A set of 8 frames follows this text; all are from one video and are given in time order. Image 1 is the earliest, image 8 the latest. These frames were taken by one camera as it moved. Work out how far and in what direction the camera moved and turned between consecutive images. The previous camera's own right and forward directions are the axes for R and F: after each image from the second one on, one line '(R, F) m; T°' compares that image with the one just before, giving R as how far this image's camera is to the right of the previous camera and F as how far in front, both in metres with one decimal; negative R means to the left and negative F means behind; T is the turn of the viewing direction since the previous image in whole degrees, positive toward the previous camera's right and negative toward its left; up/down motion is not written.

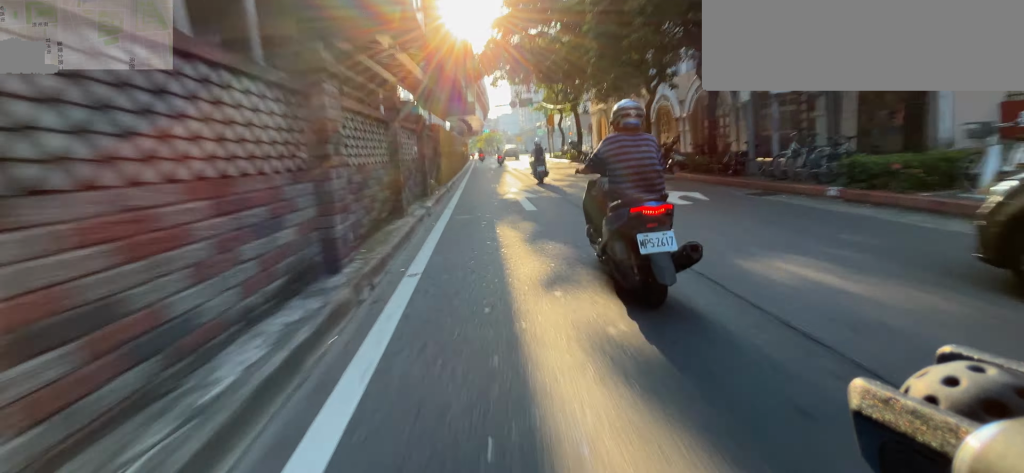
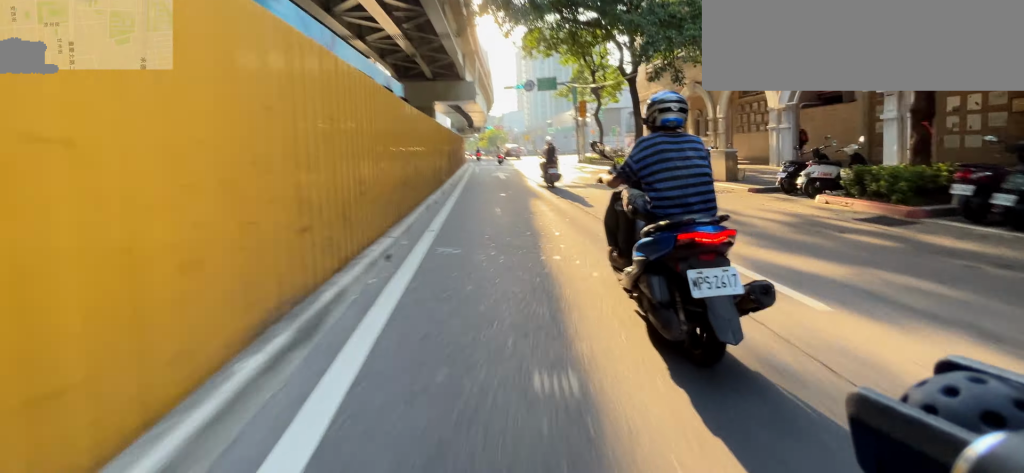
(+0.6, +14.6) m; -1°
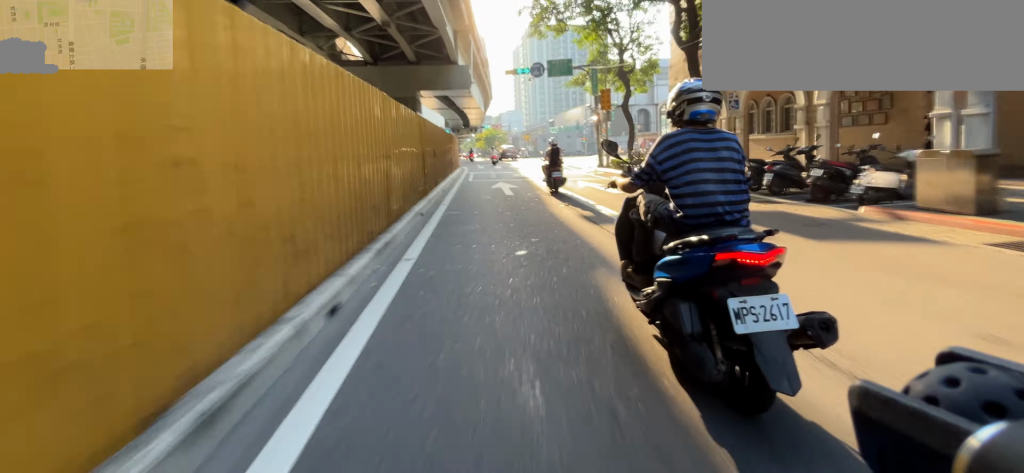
(0.0, +7.5) m; -1°
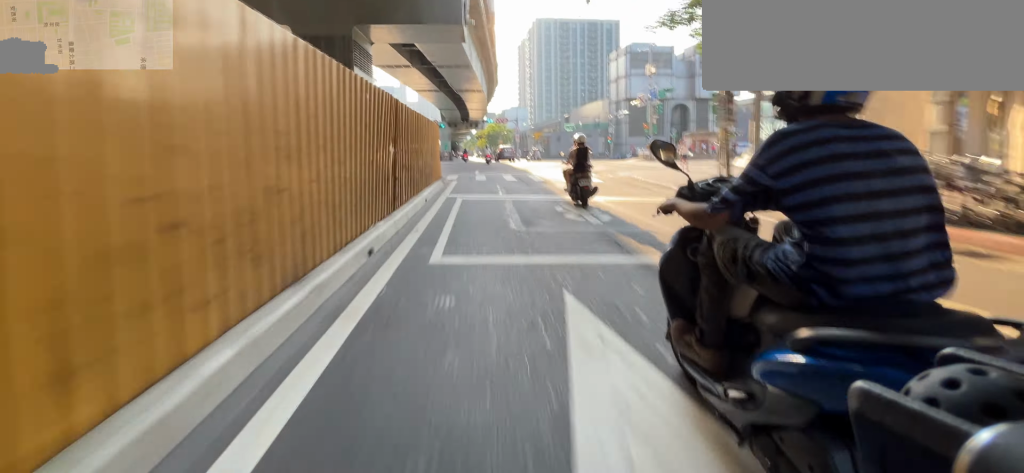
(-0.9, +15.4) m; -4°
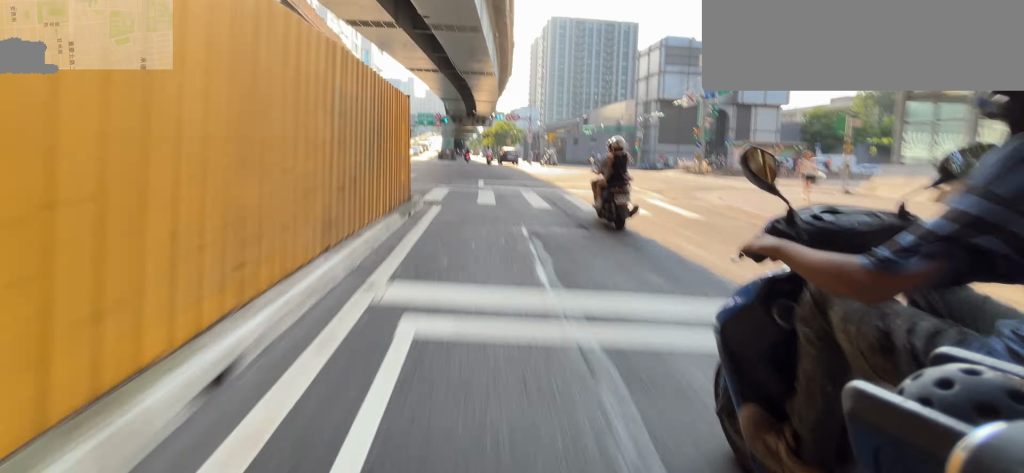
(-0.1, +7.8) m; +1°
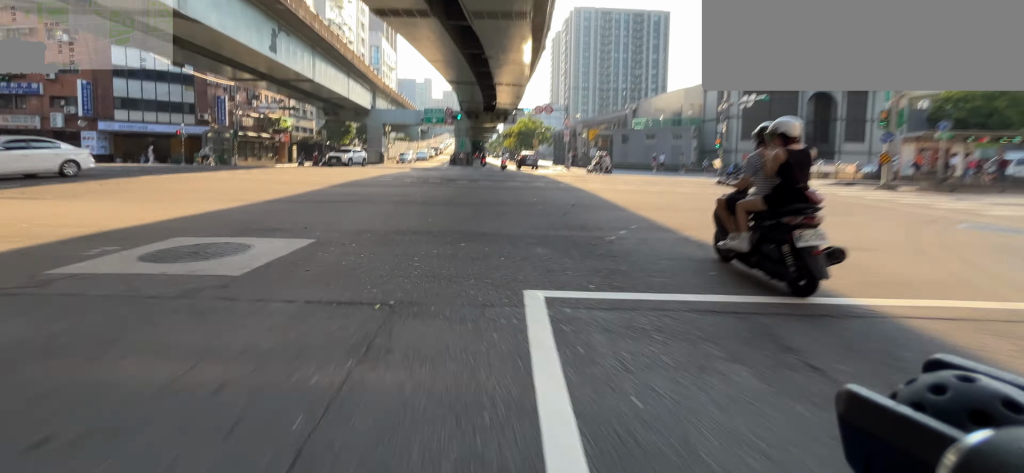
(+0.2, +13.0) m; +2°
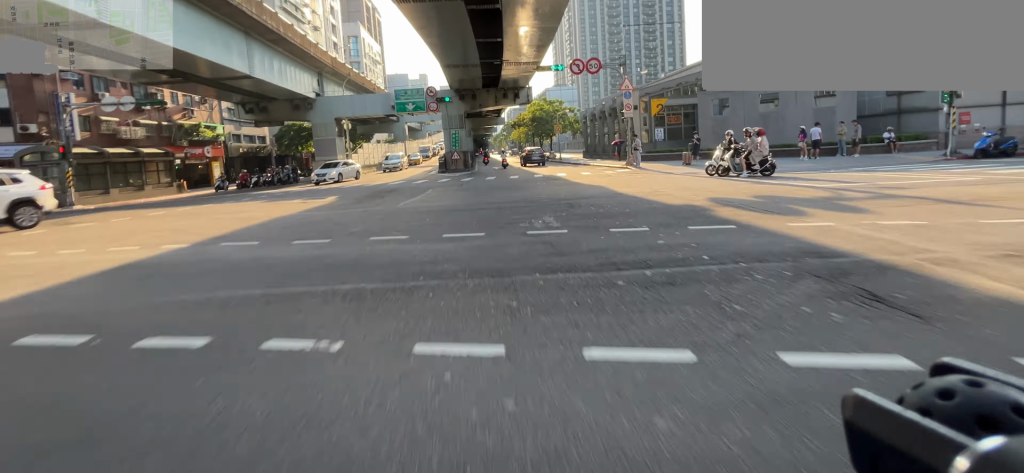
(+0.6, +16.6) m; +1°
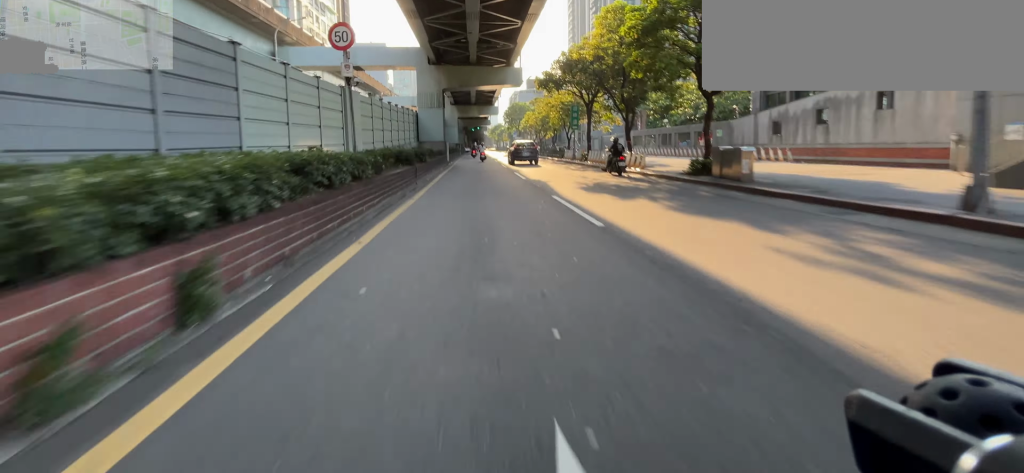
(-1.3, +34.4) m; -3°
